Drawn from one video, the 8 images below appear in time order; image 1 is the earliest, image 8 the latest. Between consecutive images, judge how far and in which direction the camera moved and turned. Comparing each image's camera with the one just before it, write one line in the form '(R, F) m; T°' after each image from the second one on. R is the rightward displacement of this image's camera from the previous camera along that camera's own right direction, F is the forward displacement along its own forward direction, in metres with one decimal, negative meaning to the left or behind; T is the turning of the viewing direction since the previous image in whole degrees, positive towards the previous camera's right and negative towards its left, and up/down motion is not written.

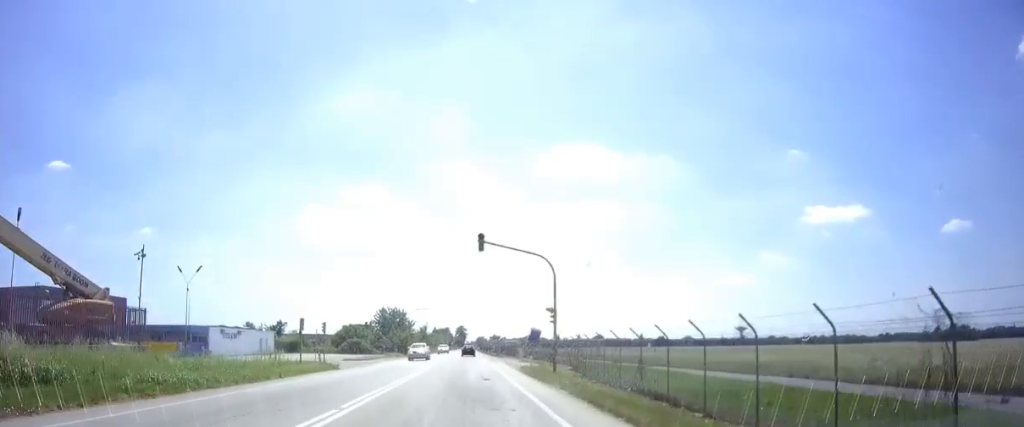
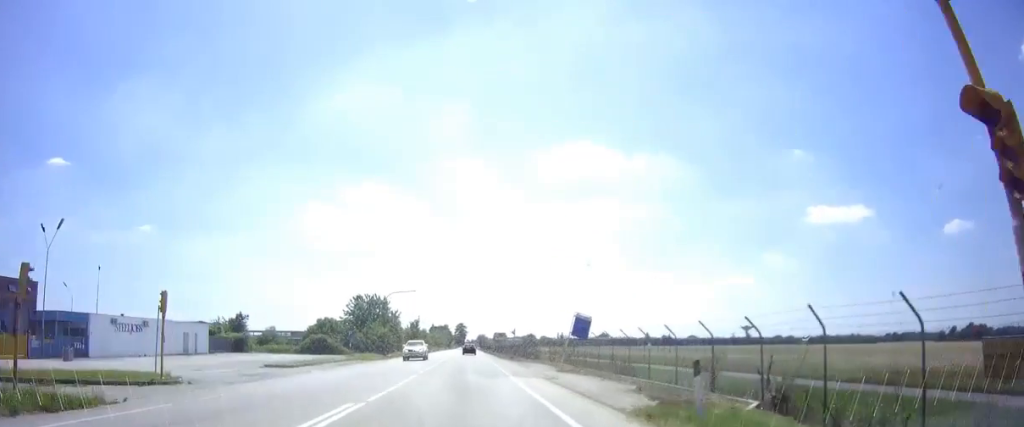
(0.0, +22.8) m; 0°
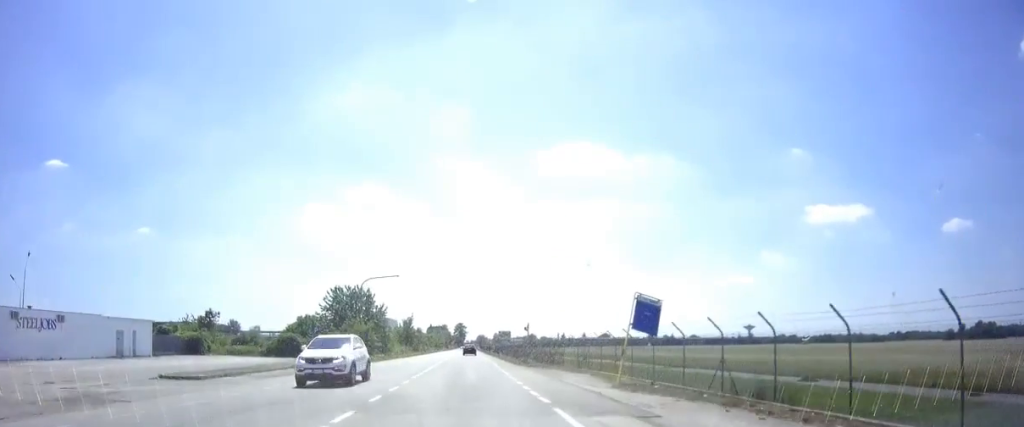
(0.0, +12.3) m; 0°
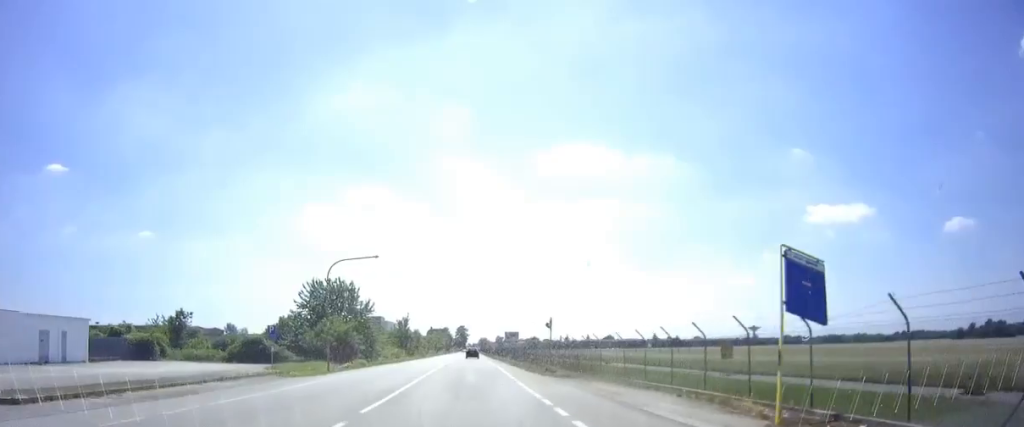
(0.0, +10.4) m; 0°
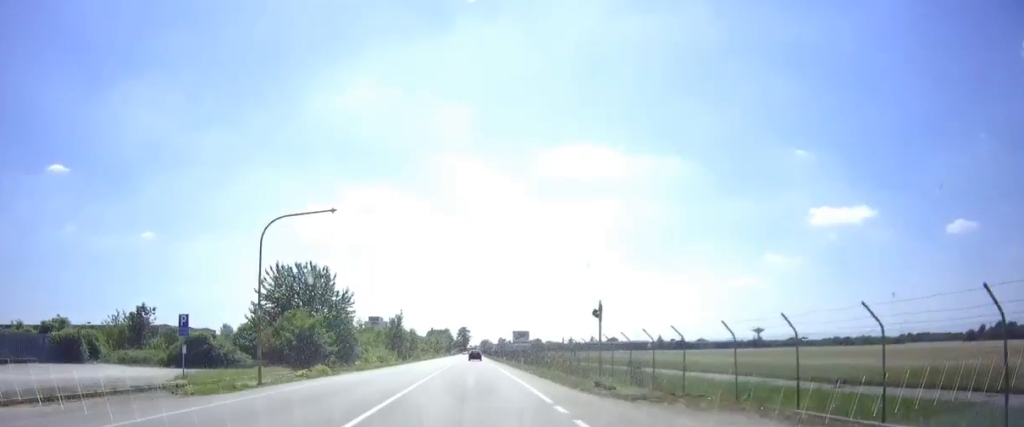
(0.0, +11.1) m; 0°
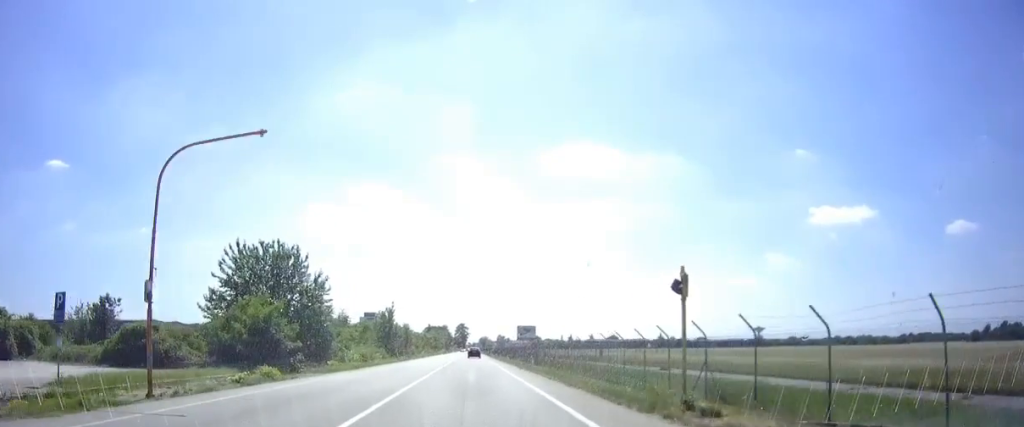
(0.0, +8.5) m; 0°
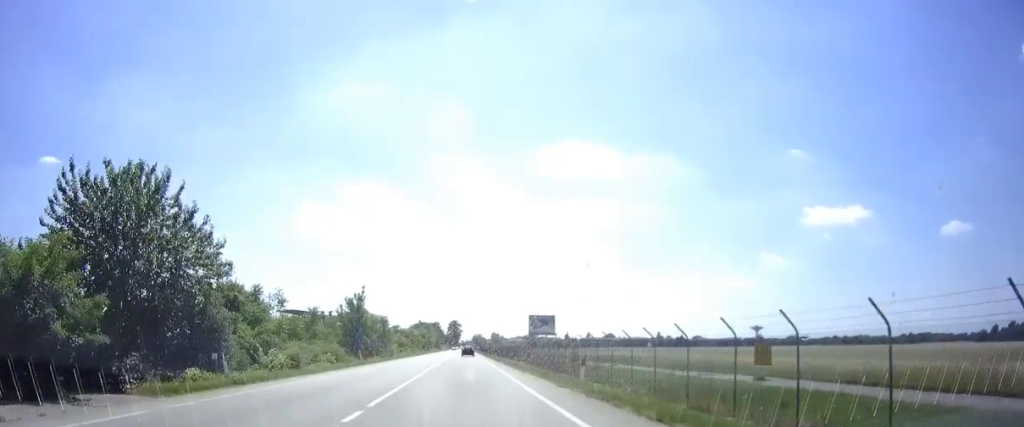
(0.0, +17.6) m; 0°
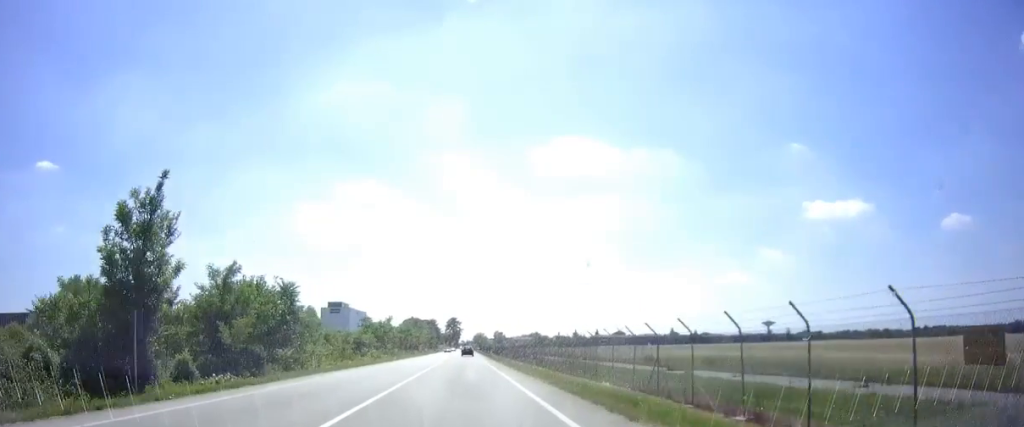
(+0.2, +38.6) m; 0°
